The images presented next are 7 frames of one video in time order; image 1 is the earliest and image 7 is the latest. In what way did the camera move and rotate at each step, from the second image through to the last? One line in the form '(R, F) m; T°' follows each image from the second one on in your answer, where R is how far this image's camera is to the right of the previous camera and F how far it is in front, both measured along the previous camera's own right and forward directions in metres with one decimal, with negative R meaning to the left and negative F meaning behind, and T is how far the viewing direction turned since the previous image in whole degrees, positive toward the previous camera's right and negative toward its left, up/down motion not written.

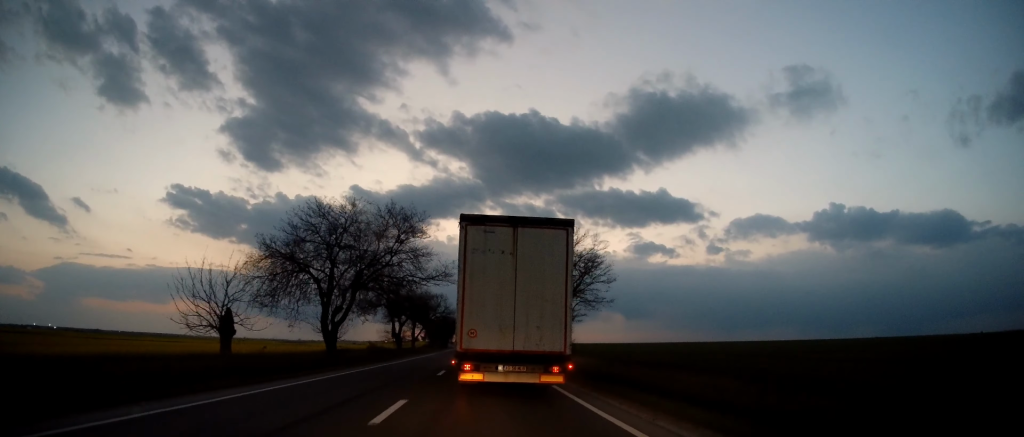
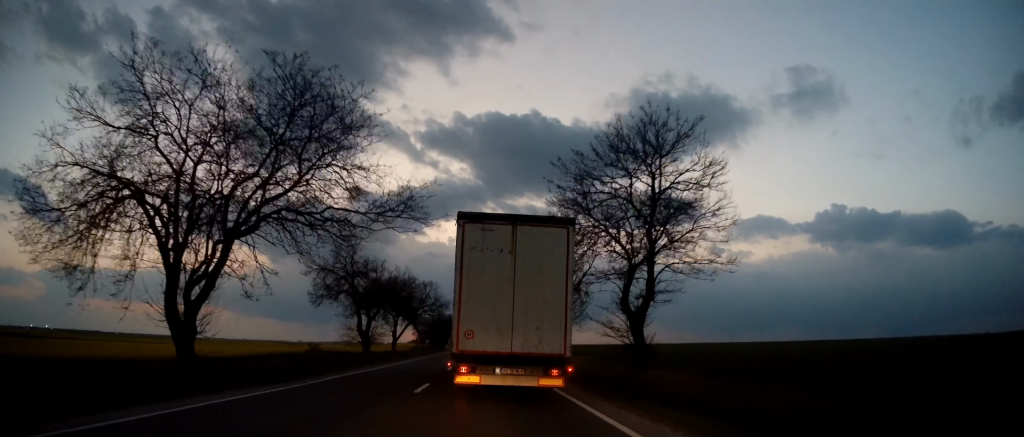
(-0.2, +18.3) m; -1°
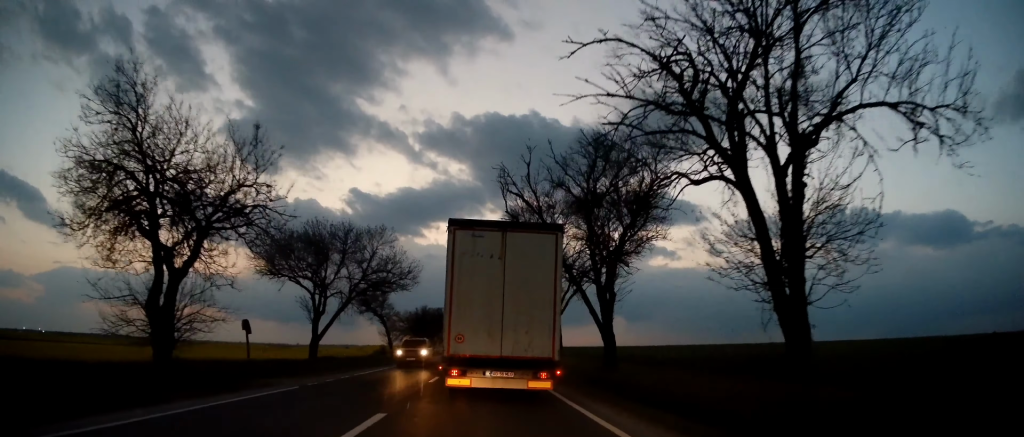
(-0.1, +31.0) m; 0°
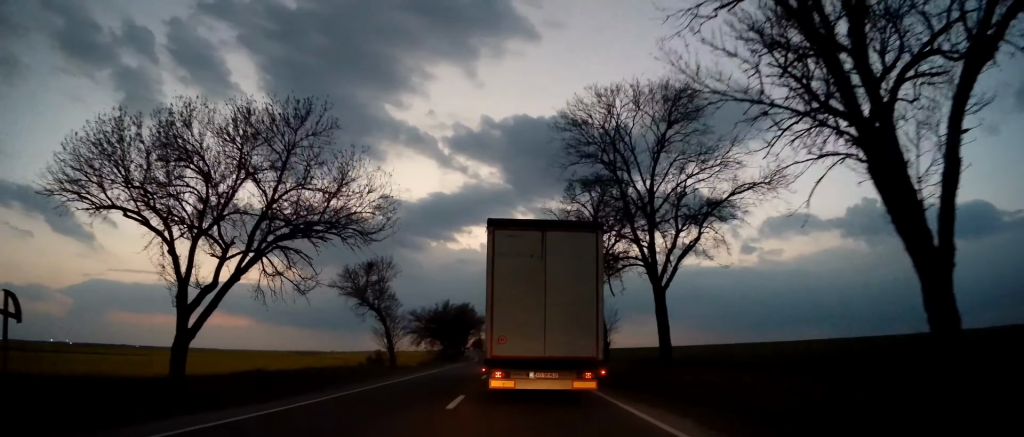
(+0.2, +18.7) m; 0°
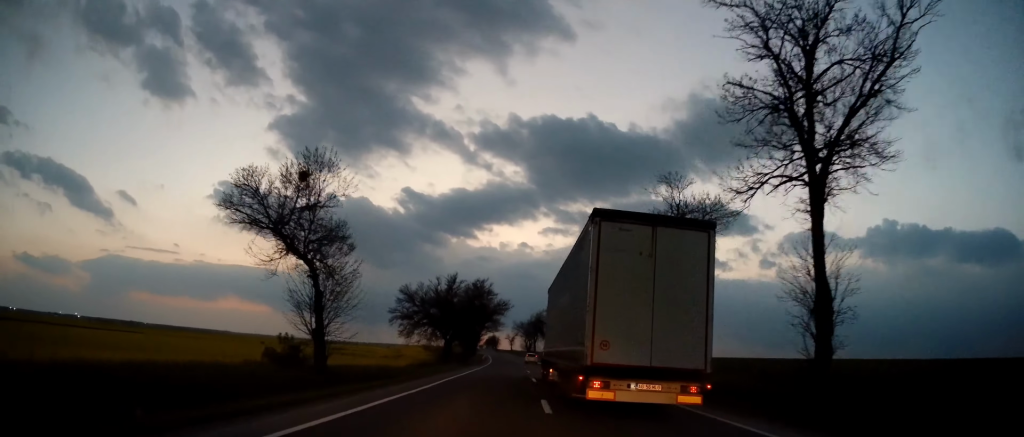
(-0.4, +23.0) m; -3°
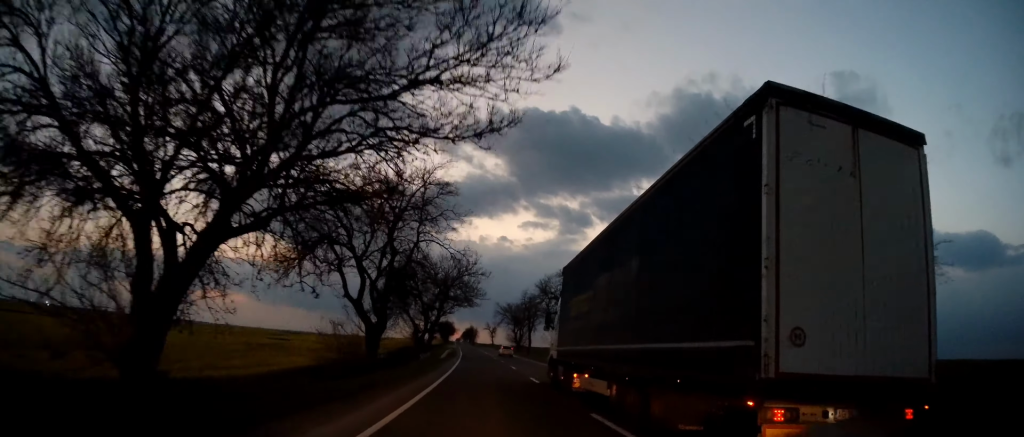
(-0.3, +43.2) m; +1°
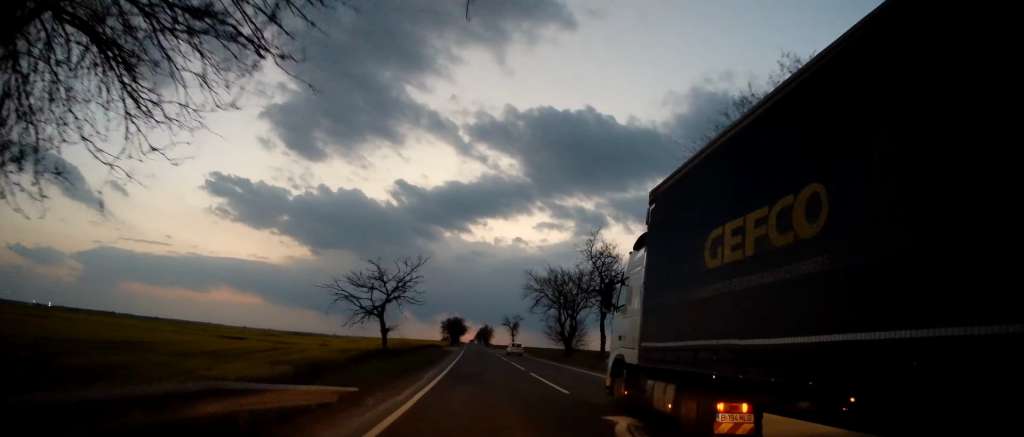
(-0.4, +46.5) m; -1°
